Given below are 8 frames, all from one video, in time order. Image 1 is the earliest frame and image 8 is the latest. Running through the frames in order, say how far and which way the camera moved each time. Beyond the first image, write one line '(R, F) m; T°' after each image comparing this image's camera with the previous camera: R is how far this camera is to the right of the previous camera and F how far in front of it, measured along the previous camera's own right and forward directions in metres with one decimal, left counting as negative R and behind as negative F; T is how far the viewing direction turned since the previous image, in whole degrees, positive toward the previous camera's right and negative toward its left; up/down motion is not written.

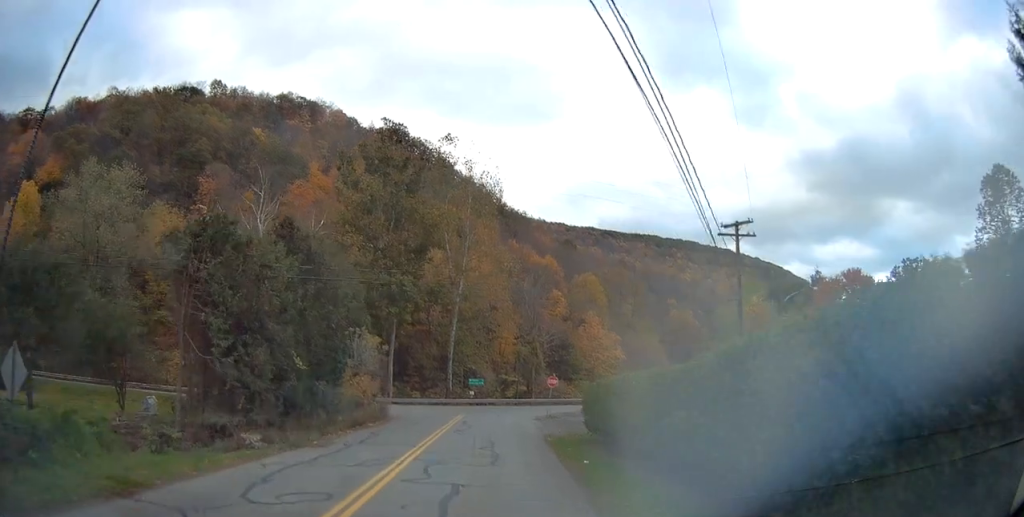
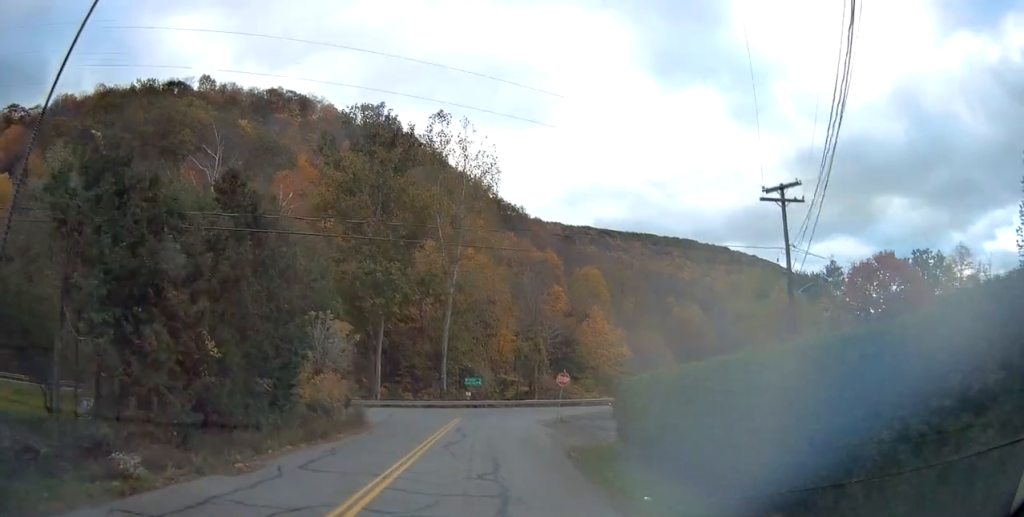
(+0.1, +6.0) m; 0°
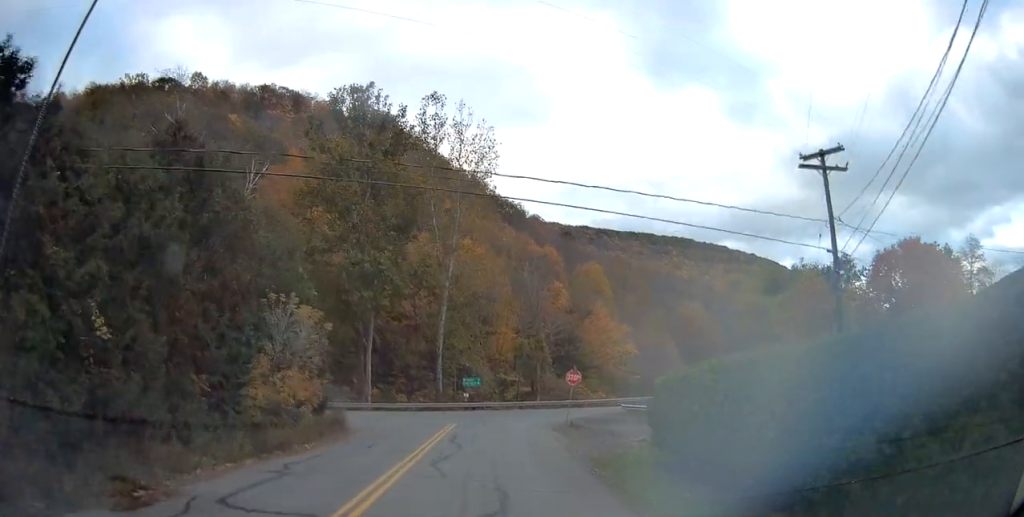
(0.0, +4.2) m; 0°
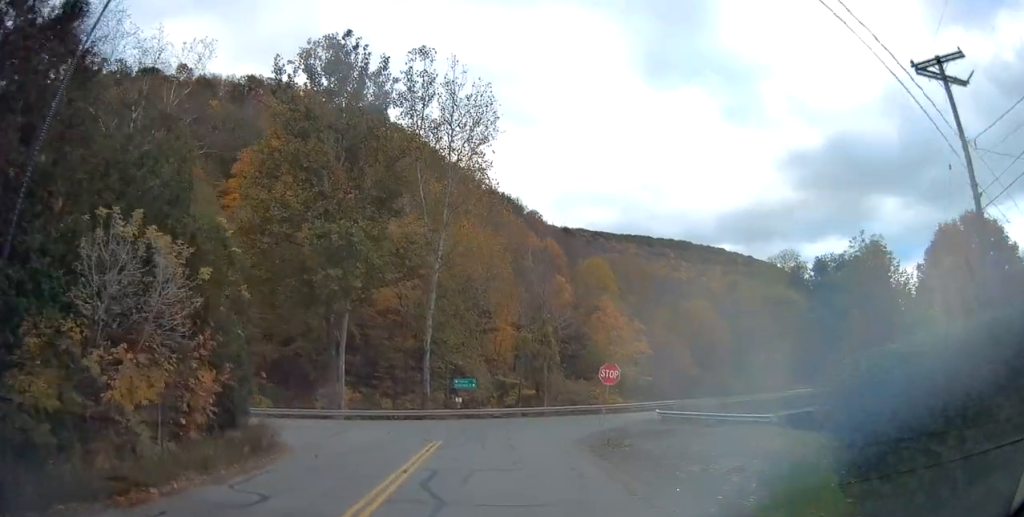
(0.0, +8.5) m; -1°
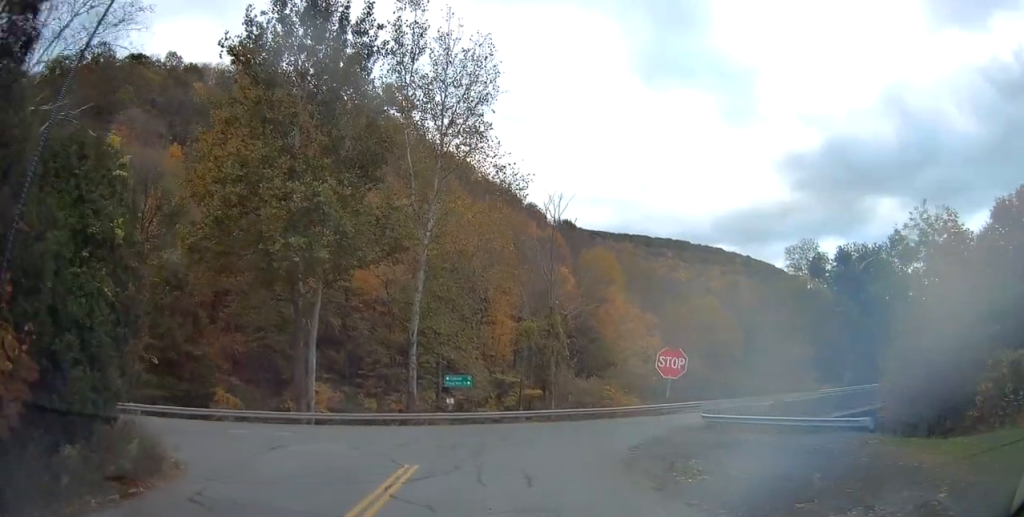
(-0.1, +6.6) m; 0°
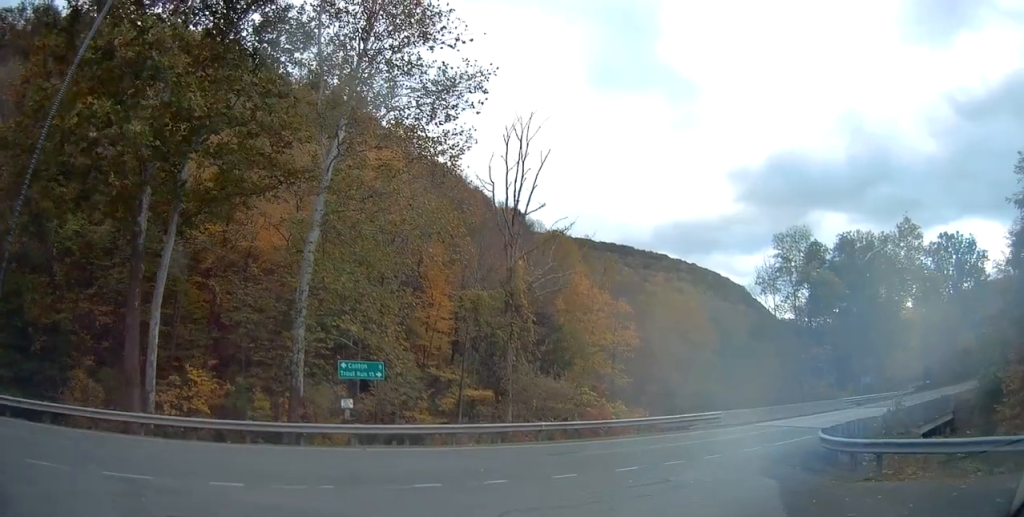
(+1.0, +12.4) m; +13°
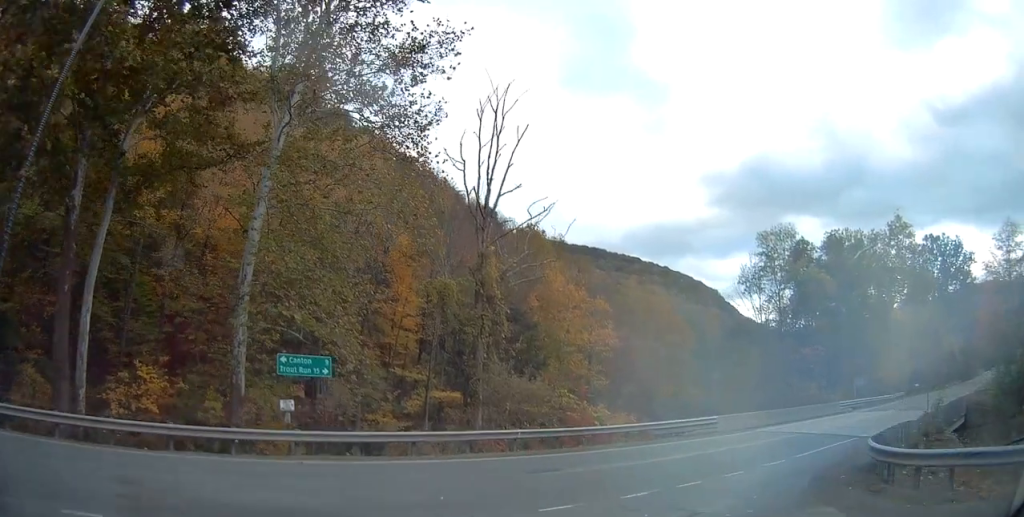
(+0.2, +3.4) m; +8°
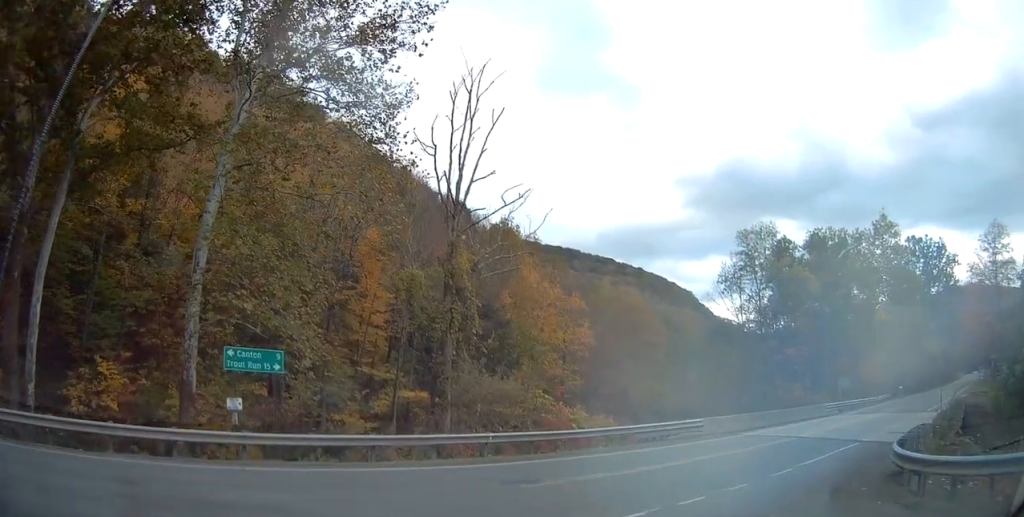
(0.0, +1.8) m; +5°
